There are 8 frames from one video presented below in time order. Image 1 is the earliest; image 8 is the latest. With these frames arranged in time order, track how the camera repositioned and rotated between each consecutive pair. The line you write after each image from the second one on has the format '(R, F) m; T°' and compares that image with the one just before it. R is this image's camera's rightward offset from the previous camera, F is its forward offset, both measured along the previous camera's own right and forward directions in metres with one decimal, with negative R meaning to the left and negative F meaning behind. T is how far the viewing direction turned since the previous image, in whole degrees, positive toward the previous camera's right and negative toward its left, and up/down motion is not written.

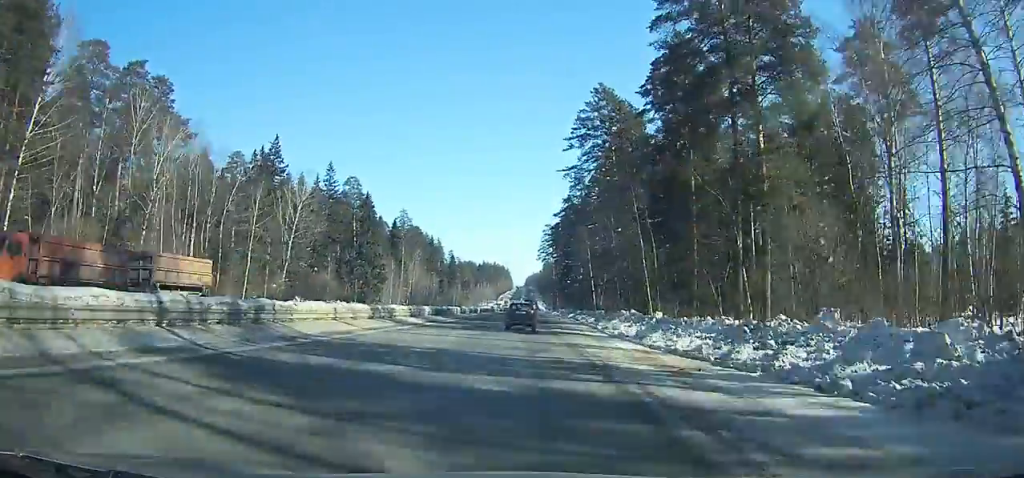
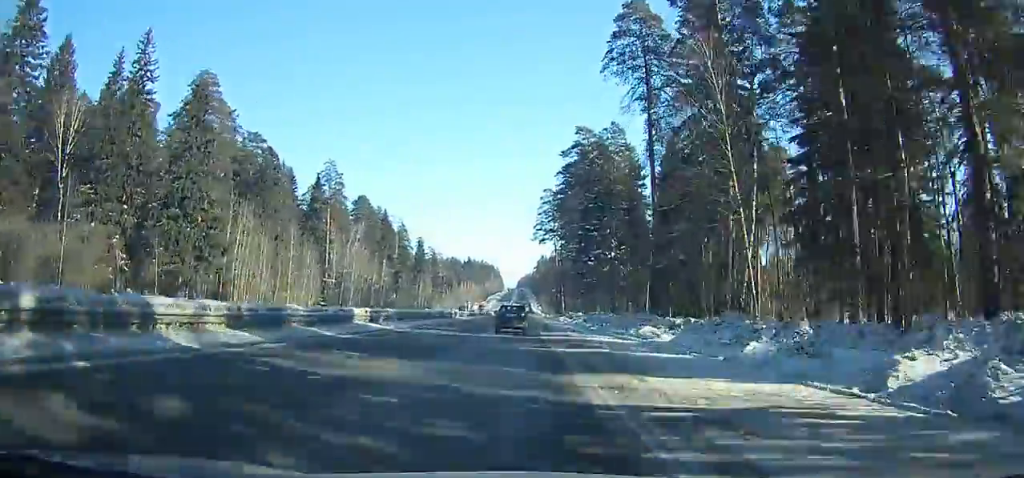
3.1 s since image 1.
(+1.3, +68.6) m; +1°
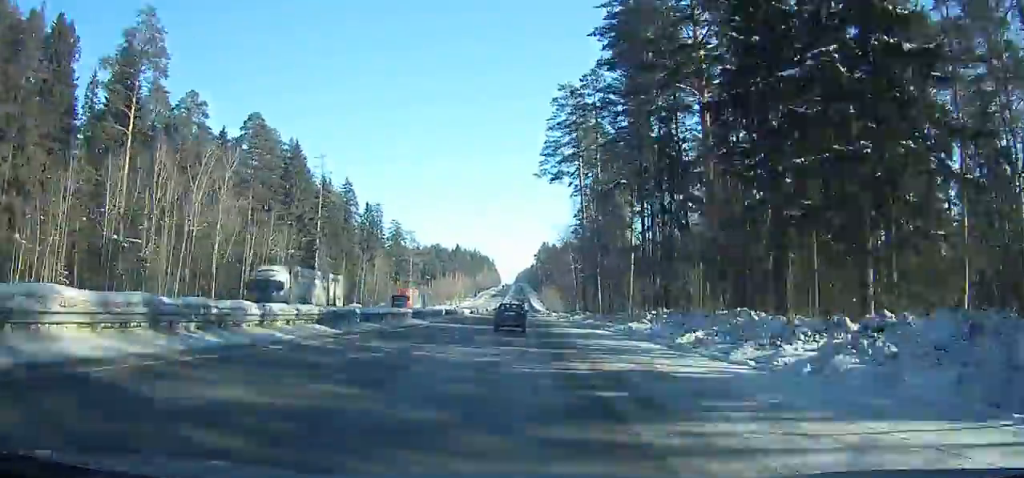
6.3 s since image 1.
(+0.3, +69.2) m; 0°
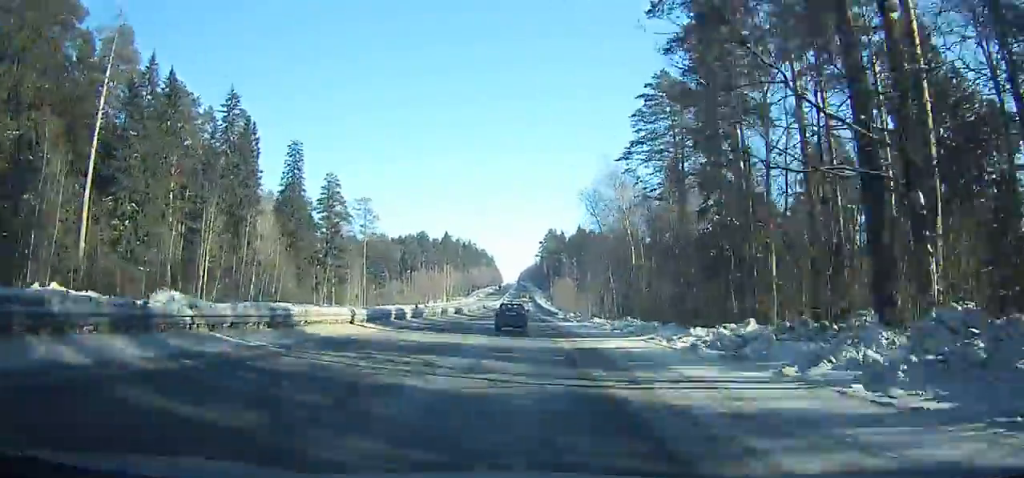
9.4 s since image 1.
(+0.4, +65.7) m; +1°
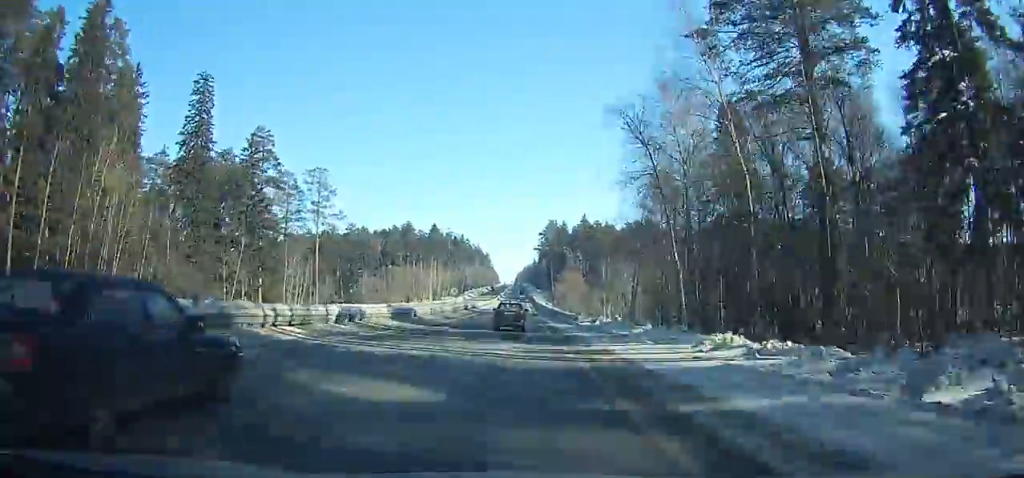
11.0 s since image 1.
(+0.7, +33.5) m; -1°
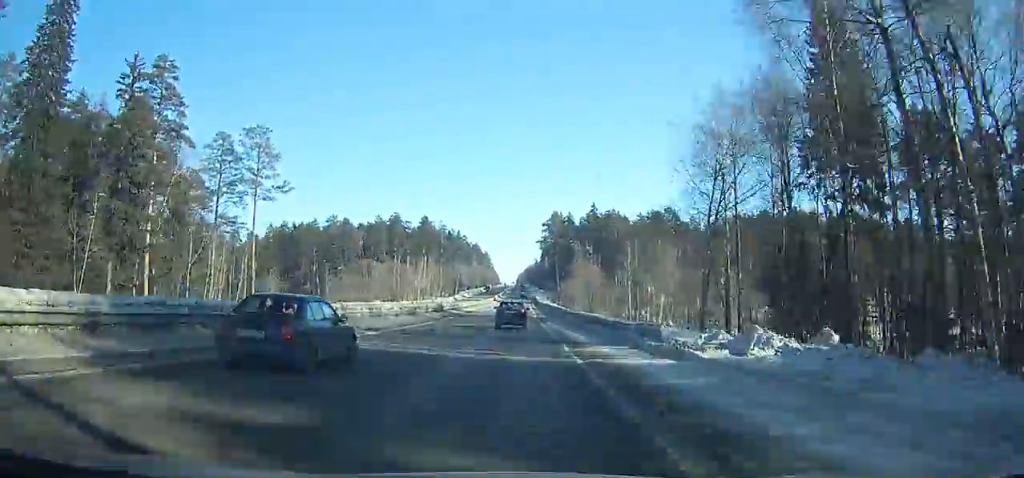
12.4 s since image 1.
(-0.1, +29.1) m; -1°
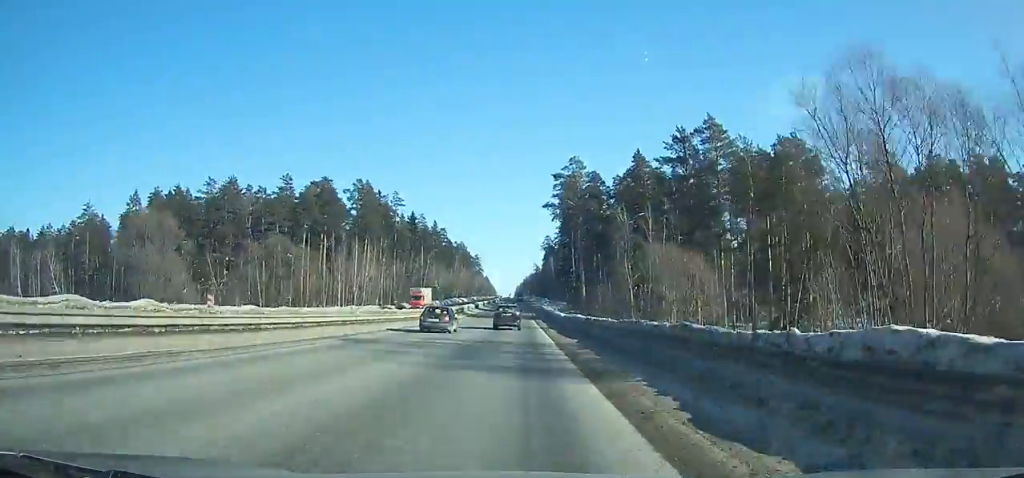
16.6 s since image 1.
(-1.3, +86.8) m; +3°
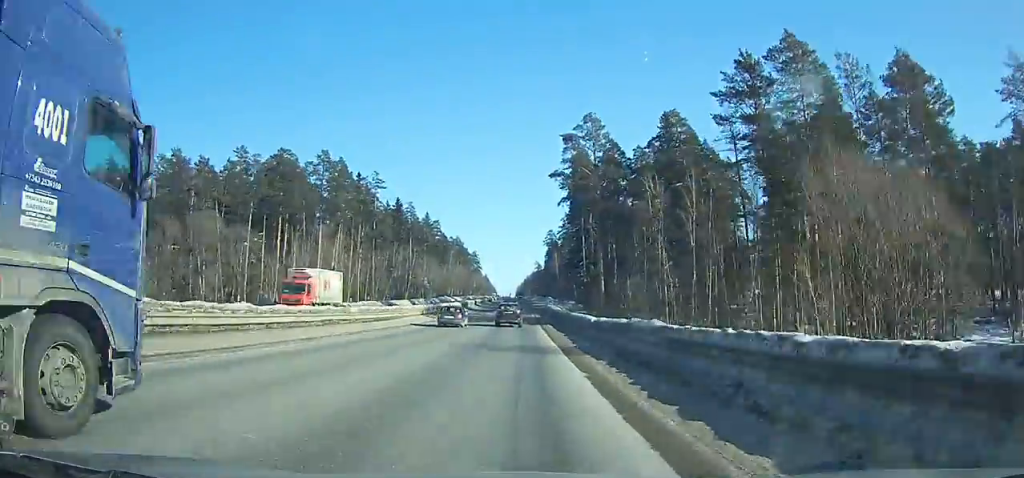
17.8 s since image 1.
(-0.7, +24.8) m; +2°
